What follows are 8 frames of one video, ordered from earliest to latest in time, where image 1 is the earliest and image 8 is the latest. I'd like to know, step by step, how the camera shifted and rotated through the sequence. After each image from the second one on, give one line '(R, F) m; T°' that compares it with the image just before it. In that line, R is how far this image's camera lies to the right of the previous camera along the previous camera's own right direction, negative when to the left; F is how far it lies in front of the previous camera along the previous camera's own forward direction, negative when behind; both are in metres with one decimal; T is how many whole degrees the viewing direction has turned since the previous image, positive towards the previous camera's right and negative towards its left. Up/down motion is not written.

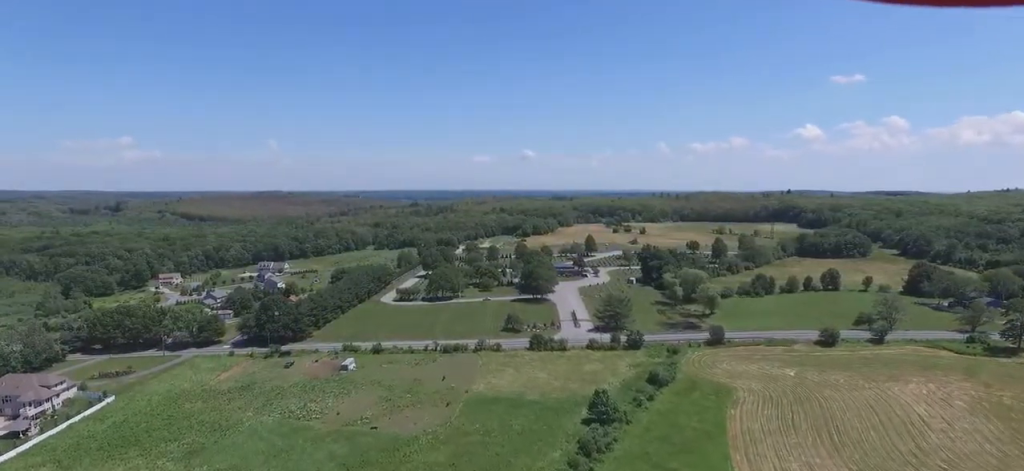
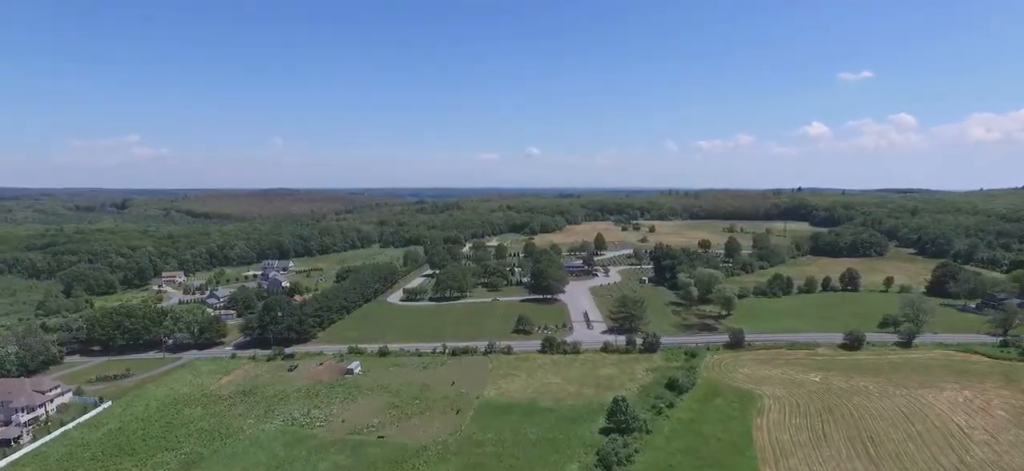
(0.0, +9.4) m; 0°
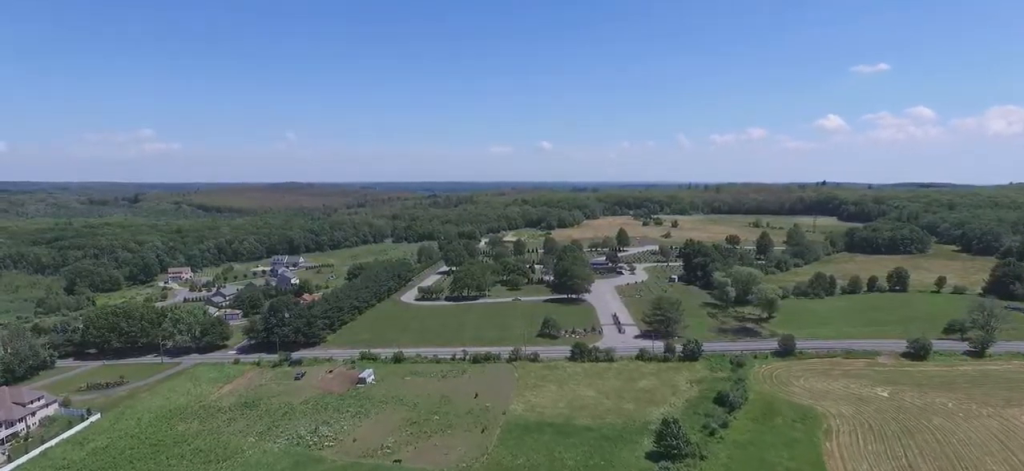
(+0.1, +21.5) m; 0°
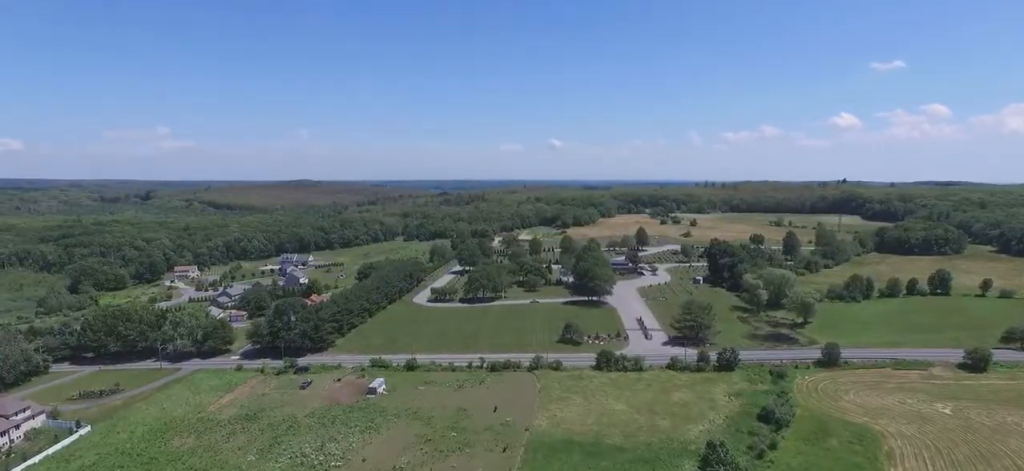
(-0.1, +13.5) m; -1°
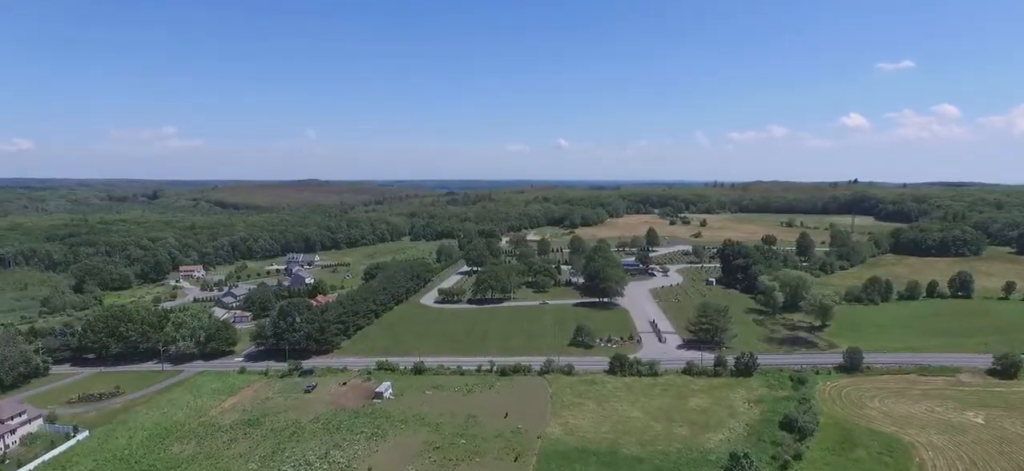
(0.0, +5.6) m; 0°
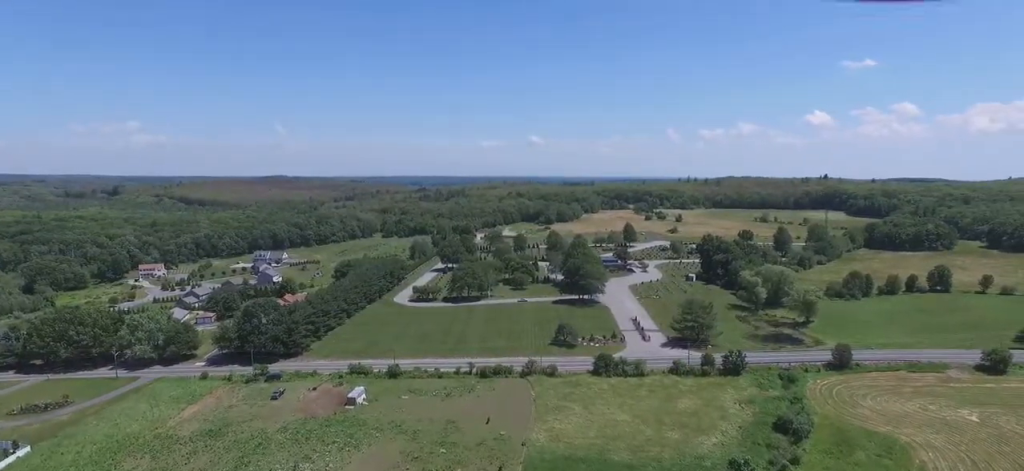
(+0.1, +10.2) m; 0°
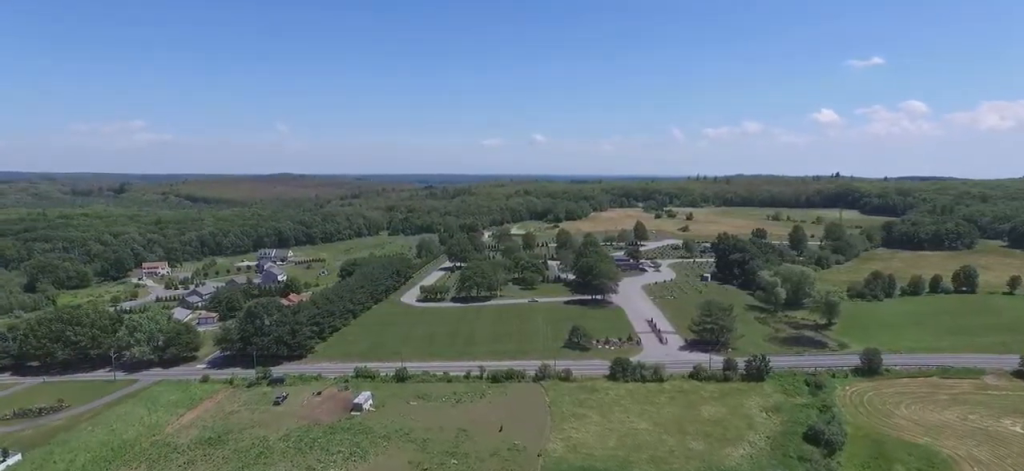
(0.0, +8.6) m; 0°
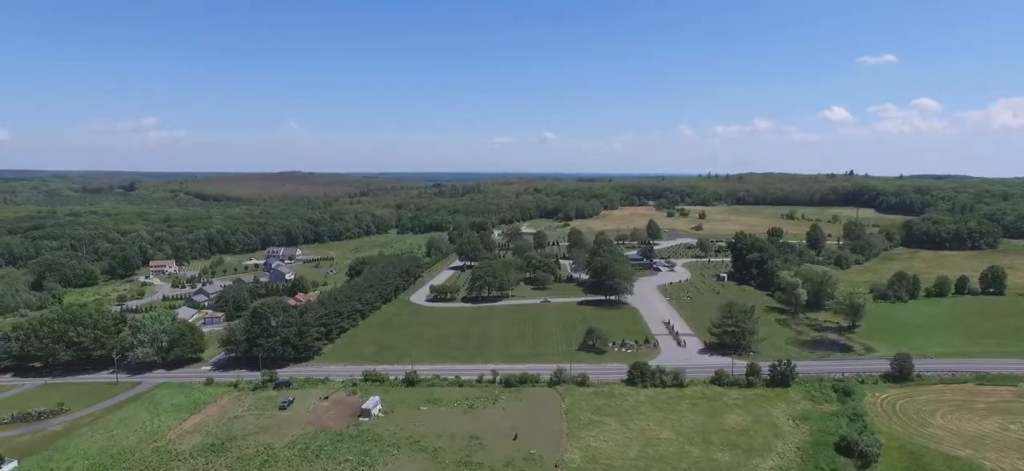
(0.0, +6.9) m; 0°
